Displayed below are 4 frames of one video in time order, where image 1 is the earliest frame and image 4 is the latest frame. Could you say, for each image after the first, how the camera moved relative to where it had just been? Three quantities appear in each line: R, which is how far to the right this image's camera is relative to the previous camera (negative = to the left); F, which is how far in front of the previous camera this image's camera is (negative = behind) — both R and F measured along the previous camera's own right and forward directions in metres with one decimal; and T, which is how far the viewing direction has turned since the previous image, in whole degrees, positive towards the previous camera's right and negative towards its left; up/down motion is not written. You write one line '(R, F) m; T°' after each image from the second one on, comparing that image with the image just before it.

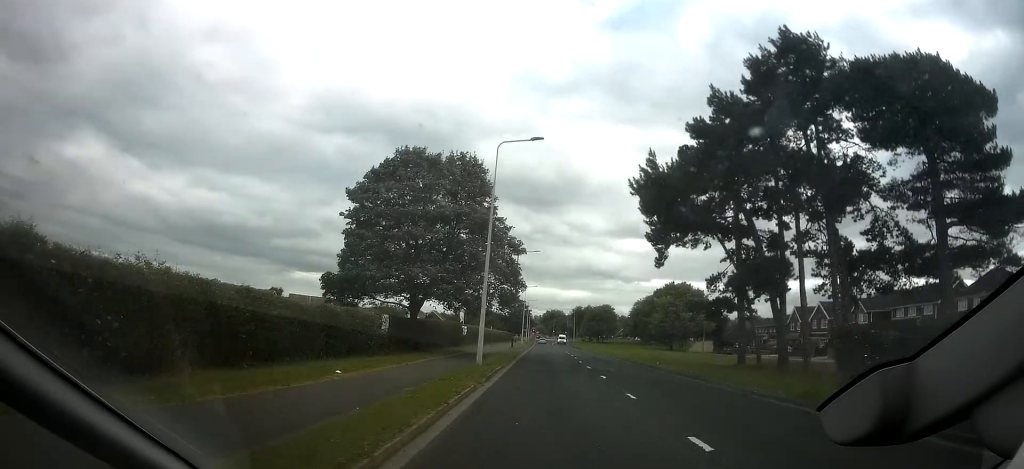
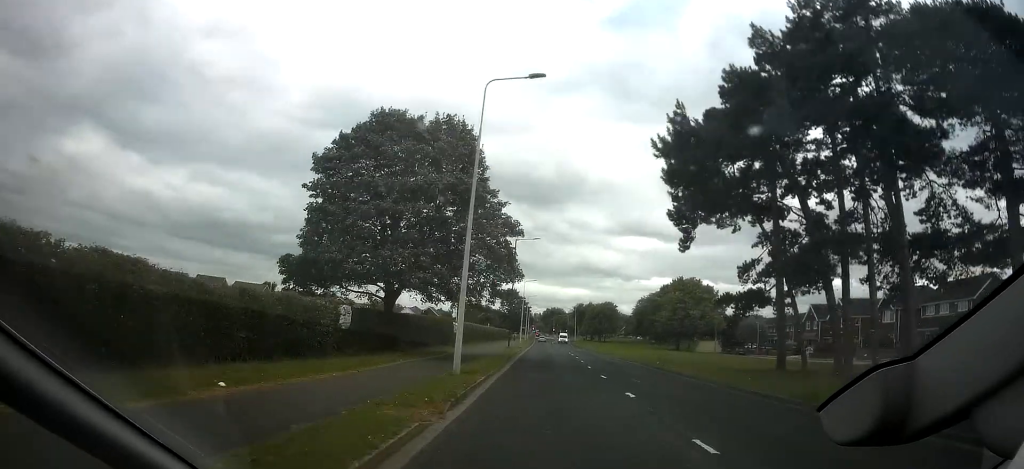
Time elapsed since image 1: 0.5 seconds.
(0.0, +6.3) m; -1°
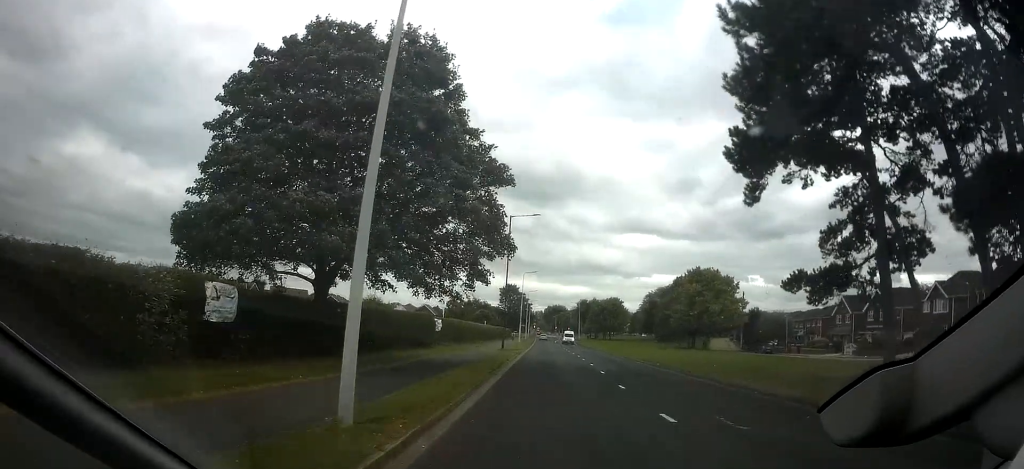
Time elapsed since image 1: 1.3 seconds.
(-0.1, +10.0) m; 0°
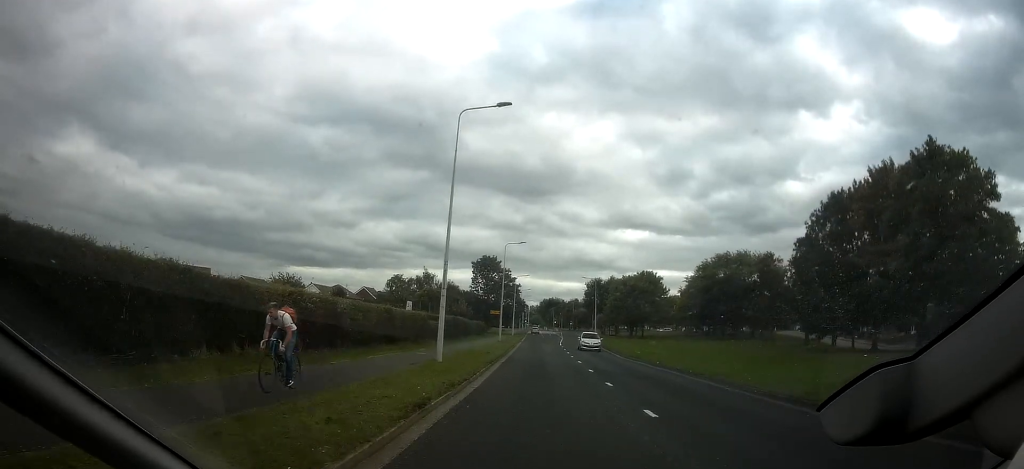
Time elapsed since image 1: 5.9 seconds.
(+1.5, +57.5) m; +3°
